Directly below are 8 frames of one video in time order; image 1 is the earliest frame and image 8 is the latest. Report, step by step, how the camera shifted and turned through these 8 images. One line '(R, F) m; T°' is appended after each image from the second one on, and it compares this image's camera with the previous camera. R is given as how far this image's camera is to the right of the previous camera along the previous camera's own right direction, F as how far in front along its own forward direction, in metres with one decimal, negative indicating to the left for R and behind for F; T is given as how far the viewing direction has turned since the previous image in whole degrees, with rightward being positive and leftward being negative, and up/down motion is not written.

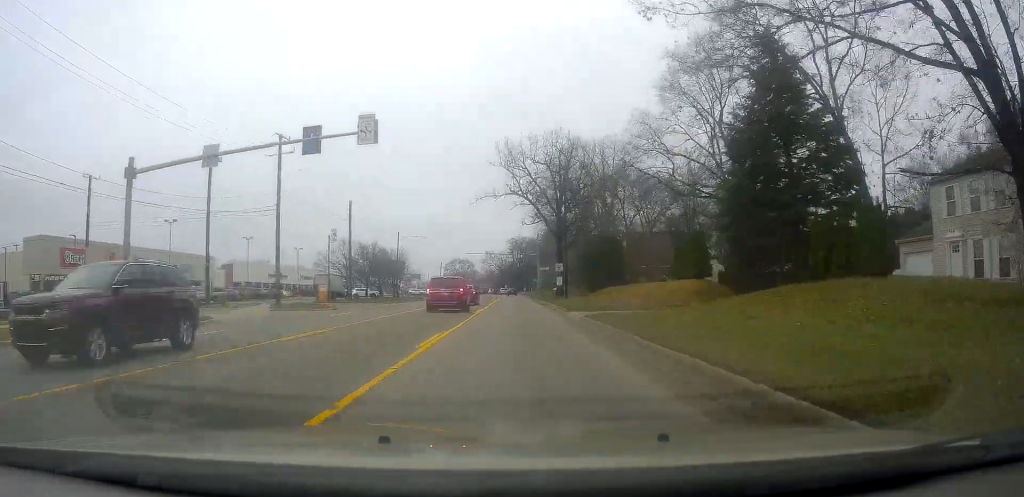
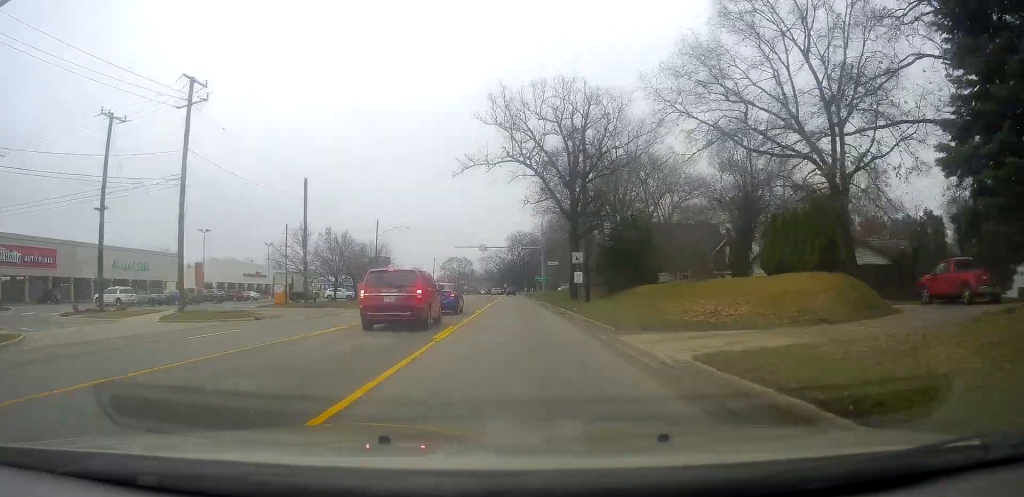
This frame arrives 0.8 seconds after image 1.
(+0.1, +14.1) m; 0°
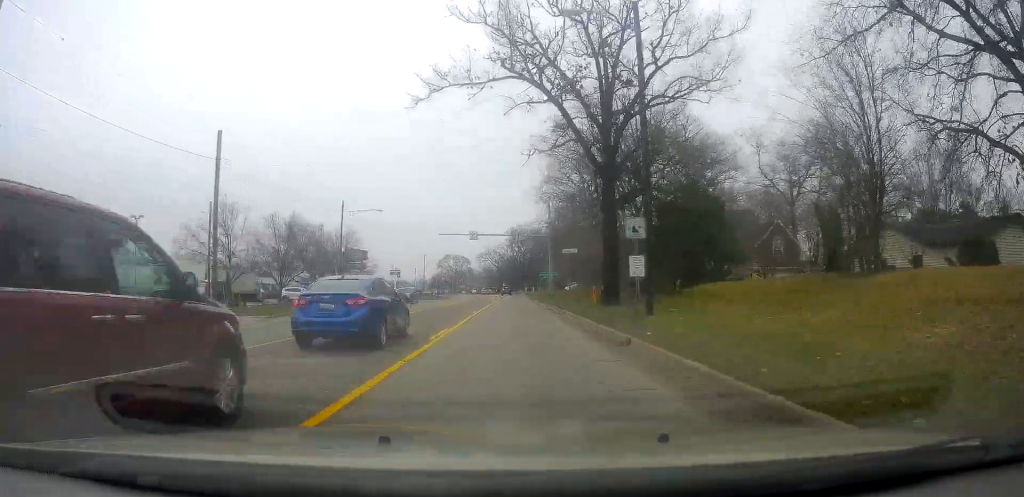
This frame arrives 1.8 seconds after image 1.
(0.0, +15.8) m; -1°
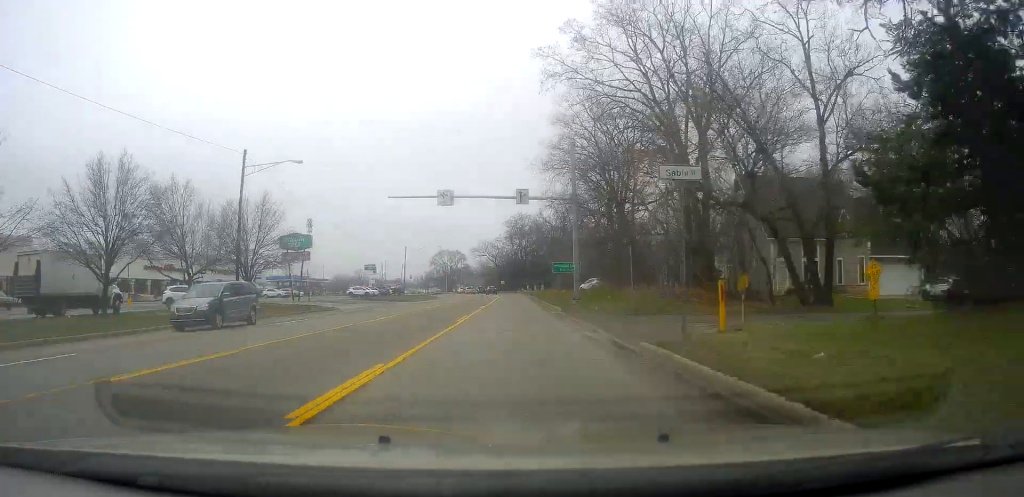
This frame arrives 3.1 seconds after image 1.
(-0.6, +23.4) m; -1°
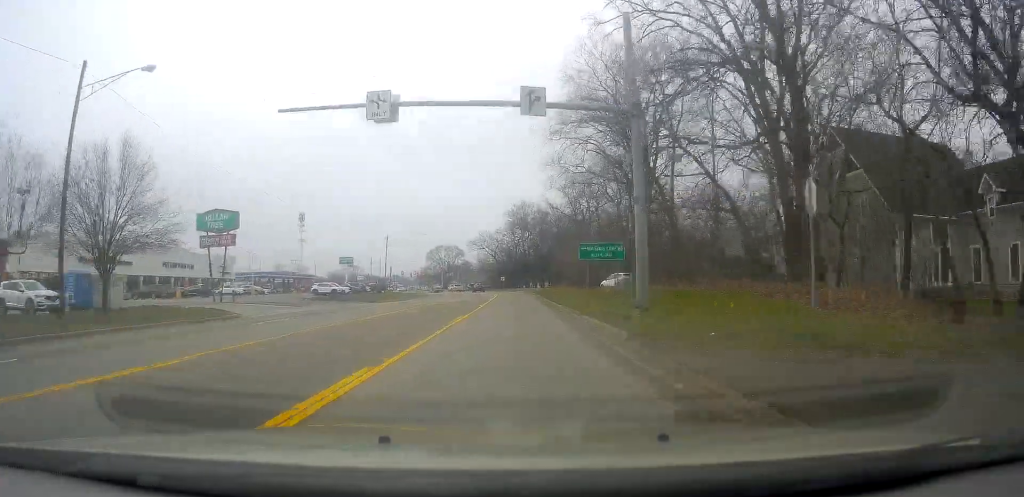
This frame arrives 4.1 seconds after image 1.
(+0.4, +17.2) m; +2°
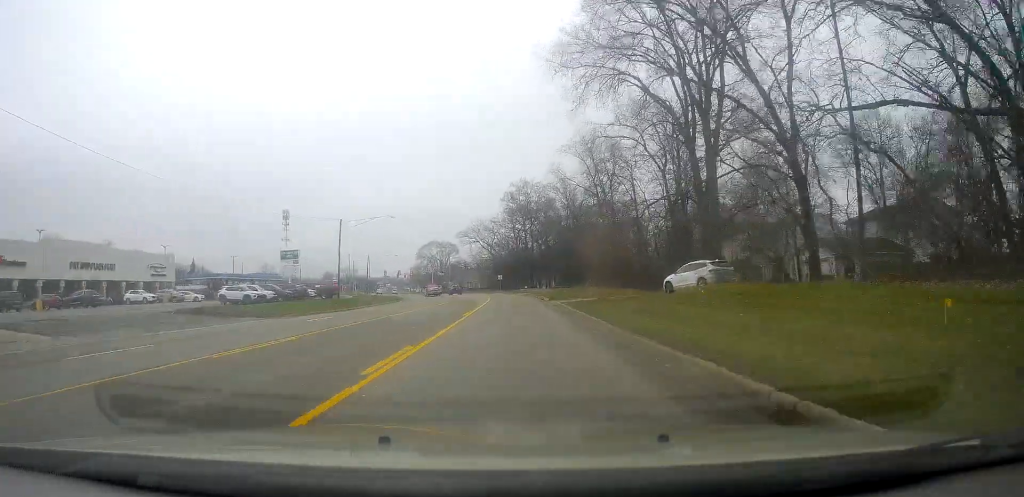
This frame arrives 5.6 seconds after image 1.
(+0.1, +25.3) m; 0°
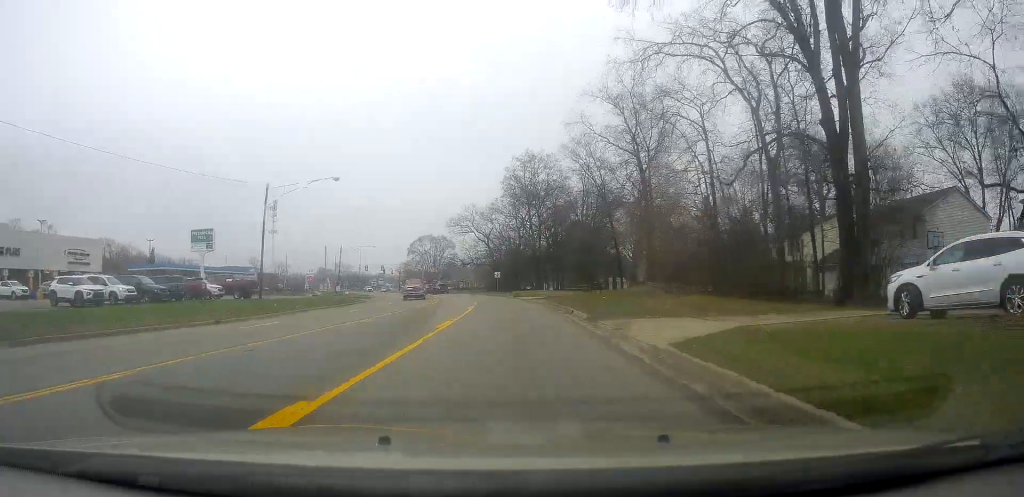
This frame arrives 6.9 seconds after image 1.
(-0.5, +22.3) m; -1°
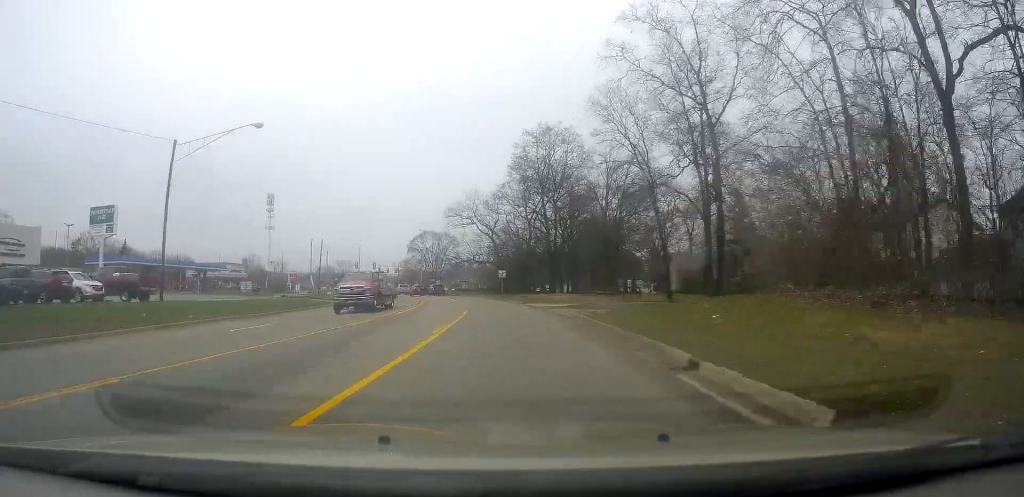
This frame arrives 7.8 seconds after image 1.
(+0.1, +15.6) m; 0°
